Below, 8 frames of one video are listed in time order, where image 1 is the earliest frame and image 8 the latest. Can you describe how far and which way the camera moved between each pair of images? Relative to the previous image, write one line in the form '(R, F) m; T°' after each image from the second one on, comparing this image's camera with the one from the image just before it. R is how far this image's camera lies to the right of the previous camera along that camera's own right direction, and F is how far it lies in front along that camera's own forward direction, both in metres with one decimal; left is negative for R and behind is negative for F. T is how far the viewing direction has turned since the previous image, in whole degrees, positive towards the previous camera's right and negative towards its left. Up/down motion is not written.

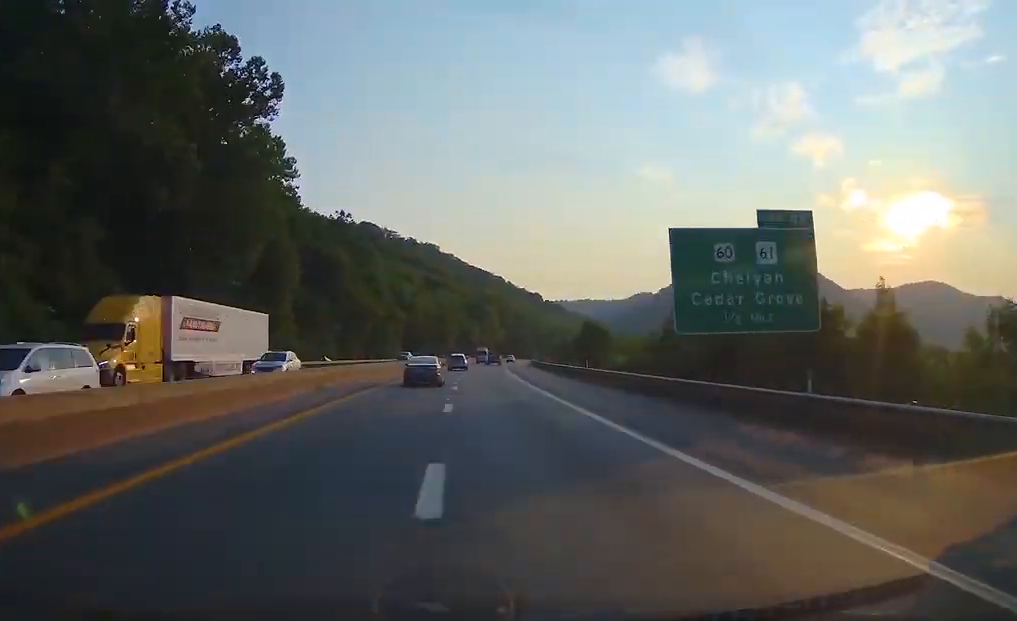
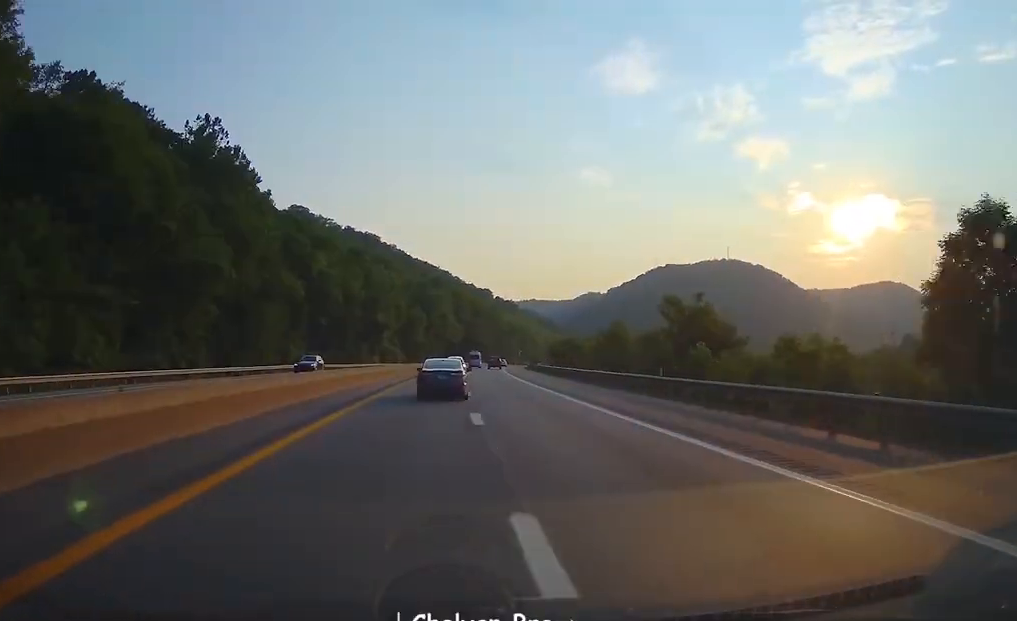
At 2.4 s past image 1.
(+1.9, +77.5) m; +4°
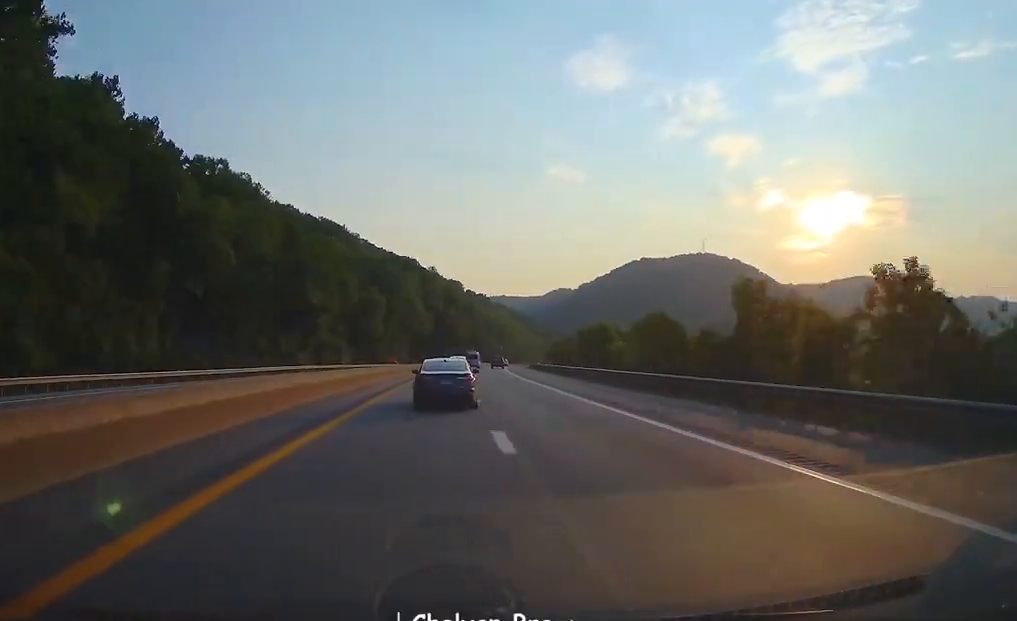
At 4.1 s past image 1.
(+1.8, +56.5) m; +3°
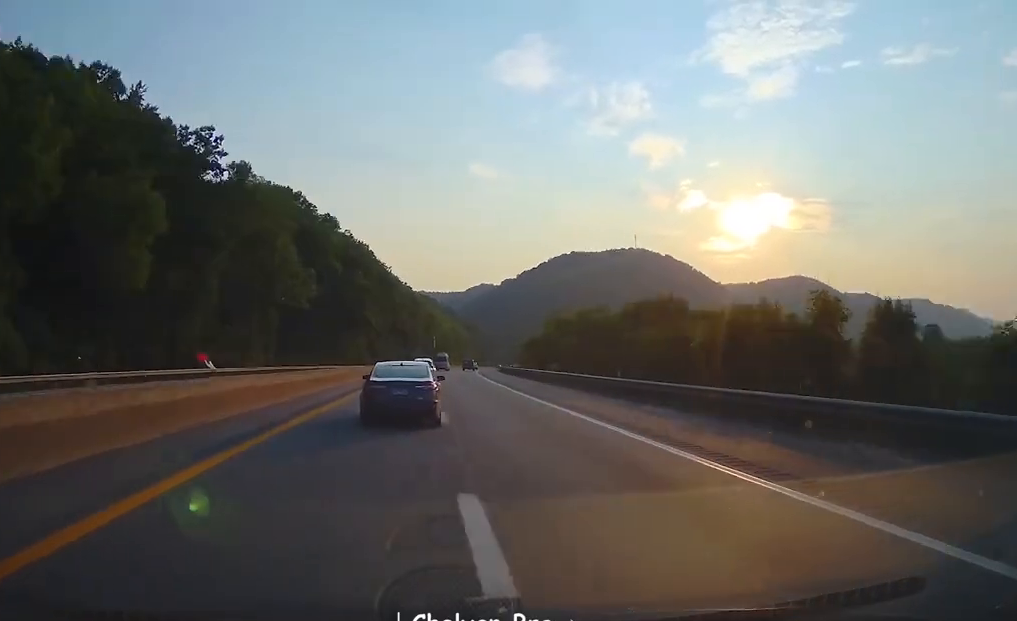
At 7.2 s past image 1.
(+4.7, +101.0) m; +5°
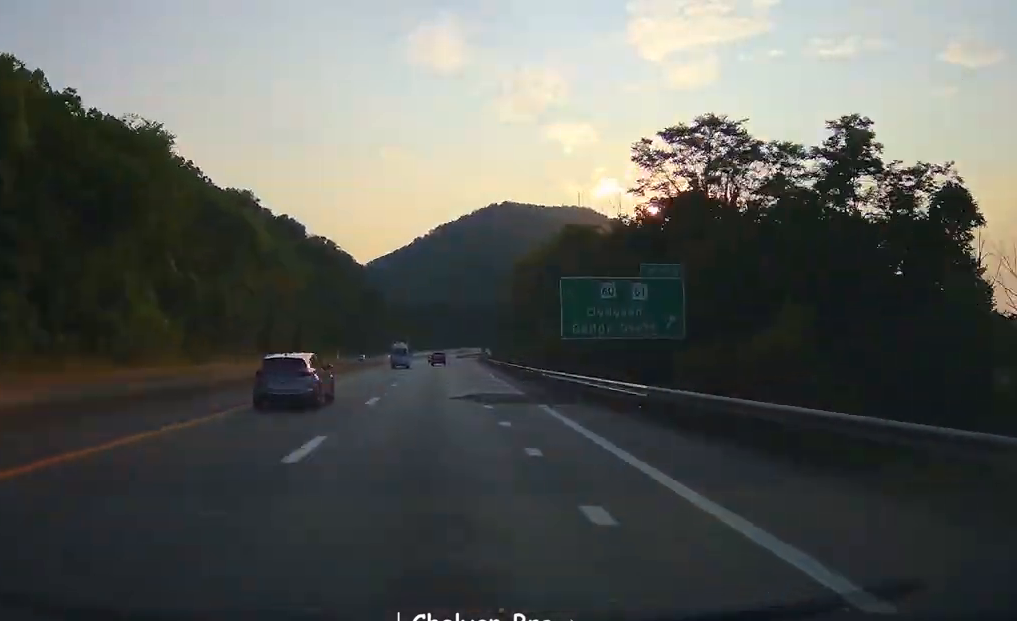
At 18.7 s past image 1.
(+31.2, +370.8) m; +6°
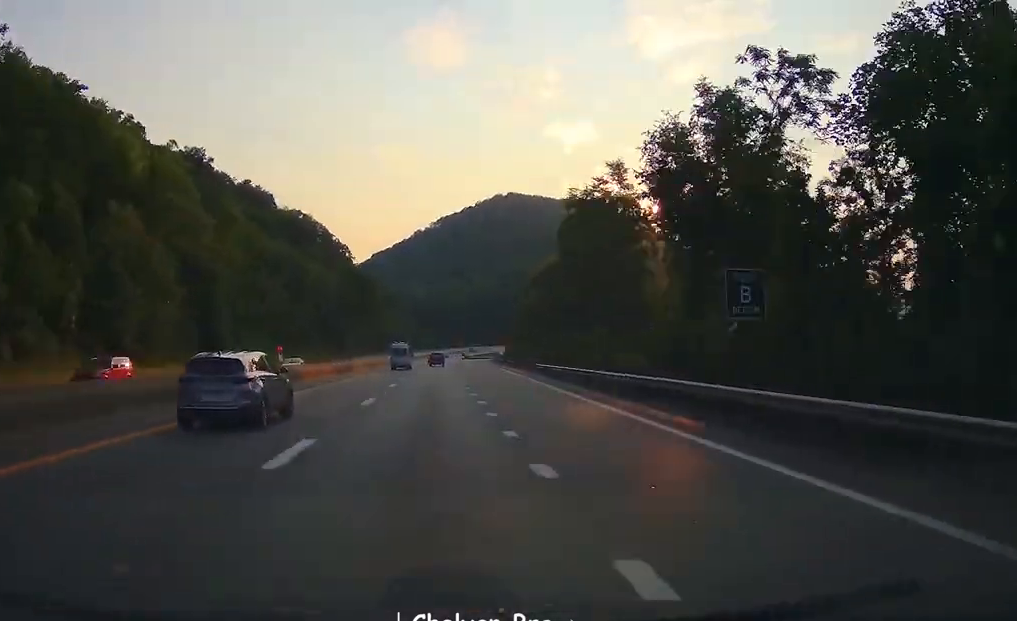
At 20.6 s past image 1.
(0.0, +67.2) m; +2°
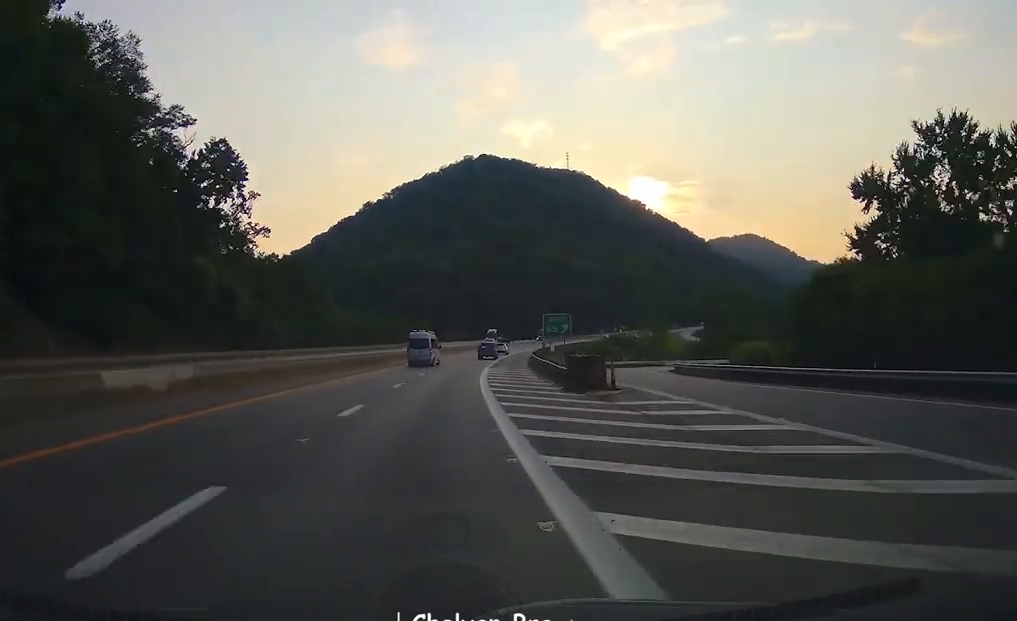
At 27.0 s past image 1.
(+21.1, +285.0) m; +14°
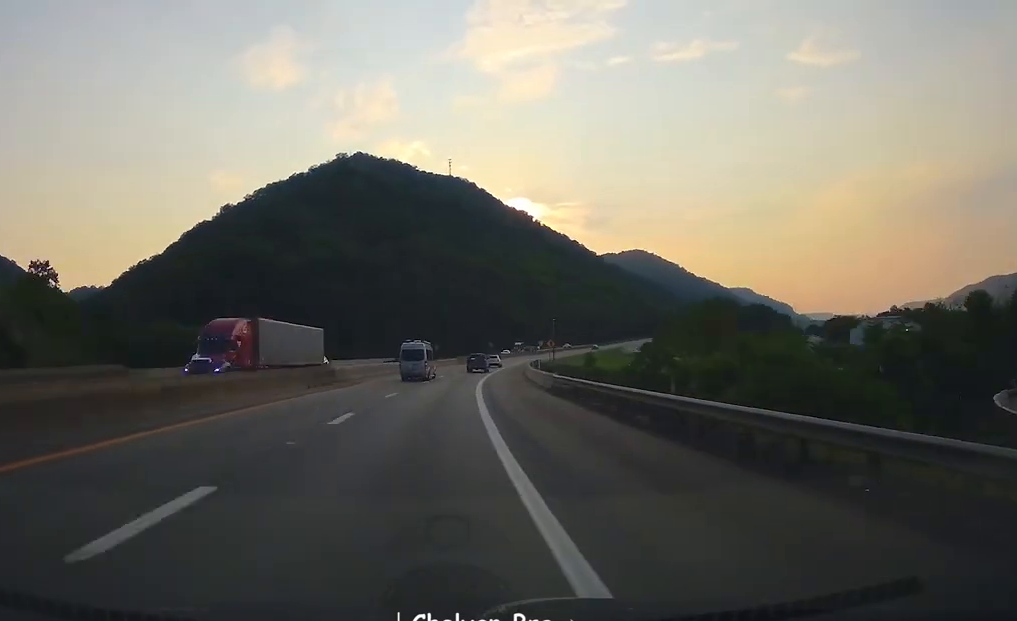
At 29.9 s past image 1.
(+16.9, +117.0) m; +10°
